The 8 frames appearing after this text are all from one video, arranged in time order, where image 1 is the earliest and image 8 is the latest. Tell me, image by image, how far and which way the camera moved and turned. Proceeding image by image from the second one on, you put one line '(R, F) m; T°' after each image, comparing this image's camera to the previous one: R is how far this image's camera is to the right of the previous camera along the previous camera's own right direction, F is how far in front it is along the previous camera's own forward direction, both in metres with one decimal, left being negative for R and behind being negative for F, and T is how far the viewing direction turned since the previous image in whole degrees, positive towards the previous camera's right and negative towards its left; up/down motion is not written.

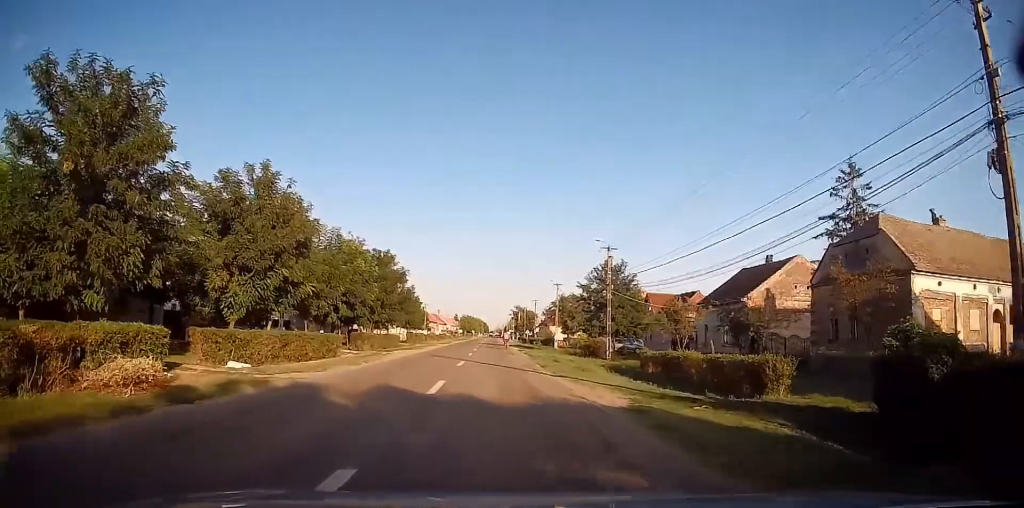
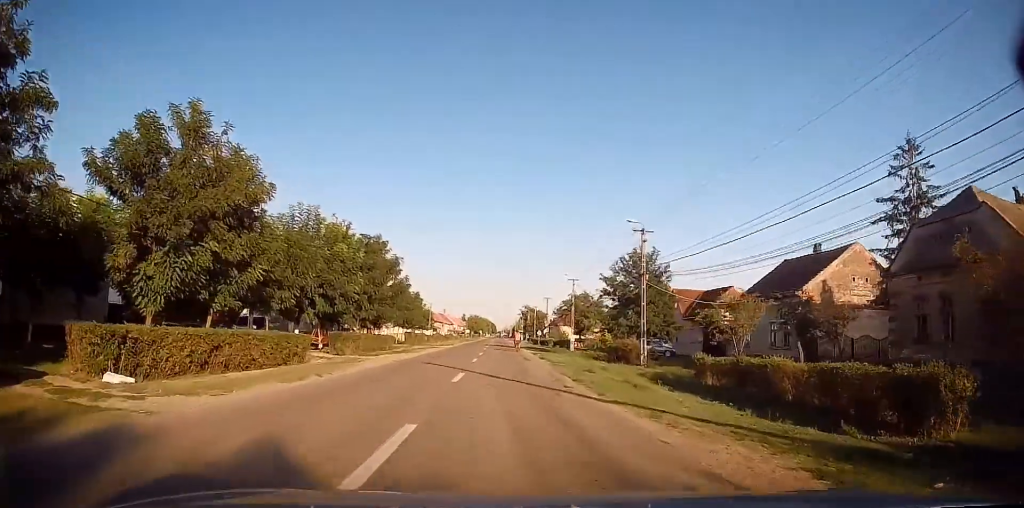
(-0.2, +6.7) m; 0°
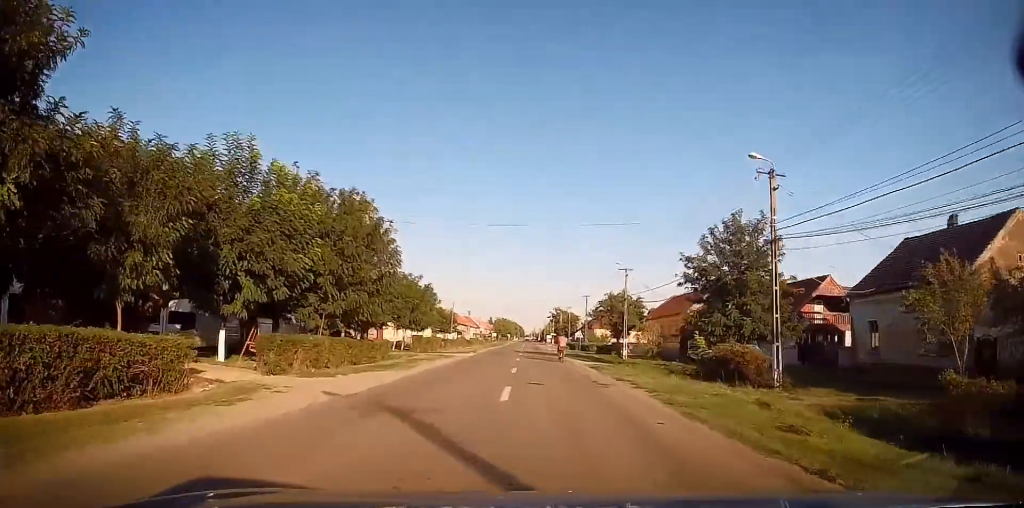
(+0.3, +12.4) m; 0°
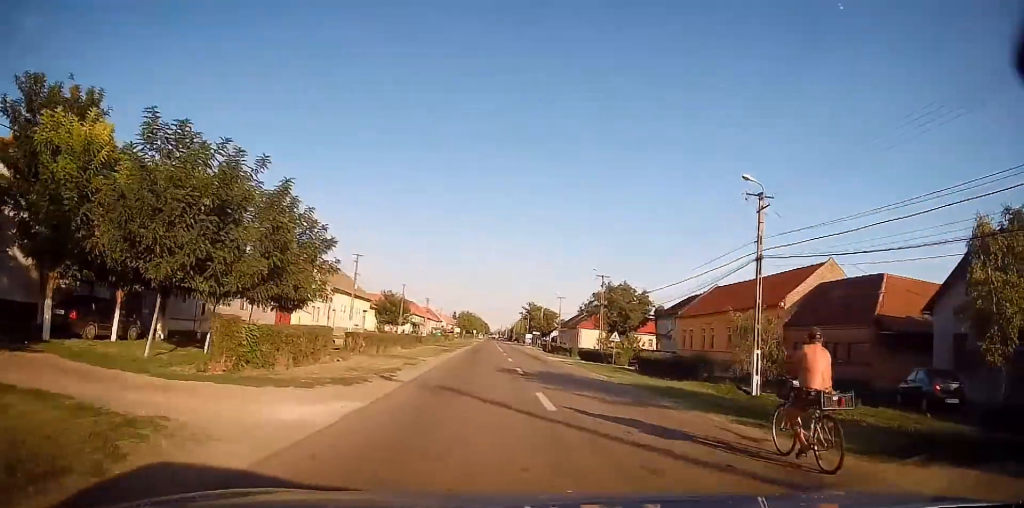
(-0.7, +27.5) m; +1°
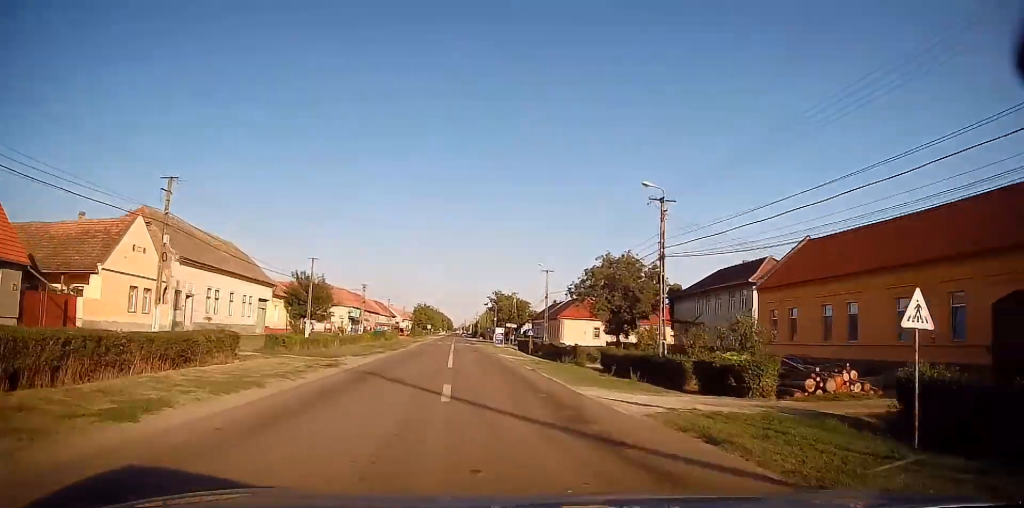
(+1.5, +26.5) m; +4°
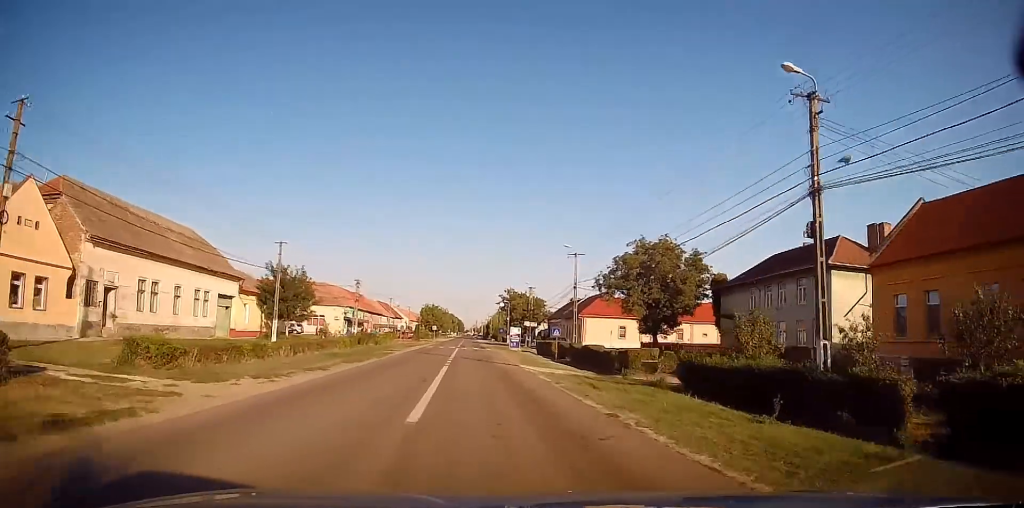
(-0.1, +11.4) m; -1°
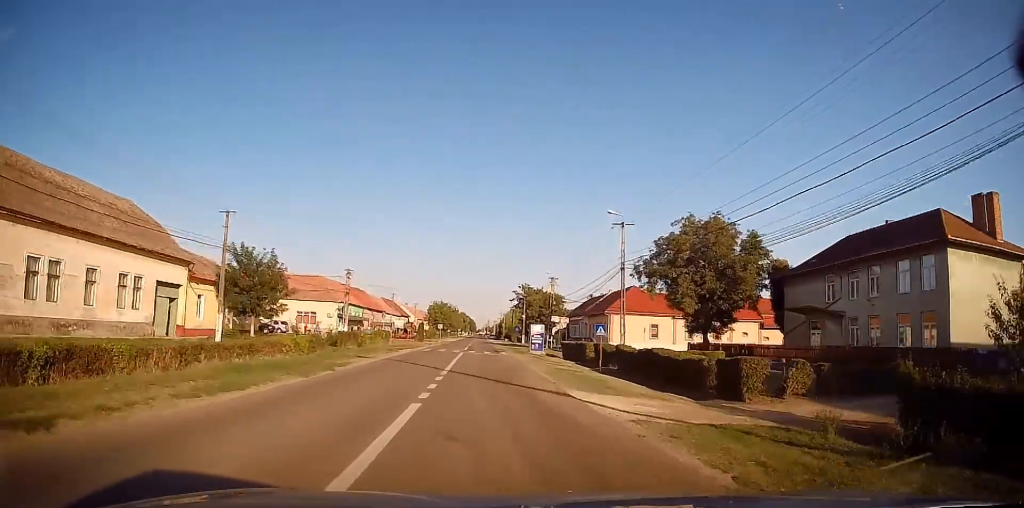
(0.0, +11.6) m; -1°
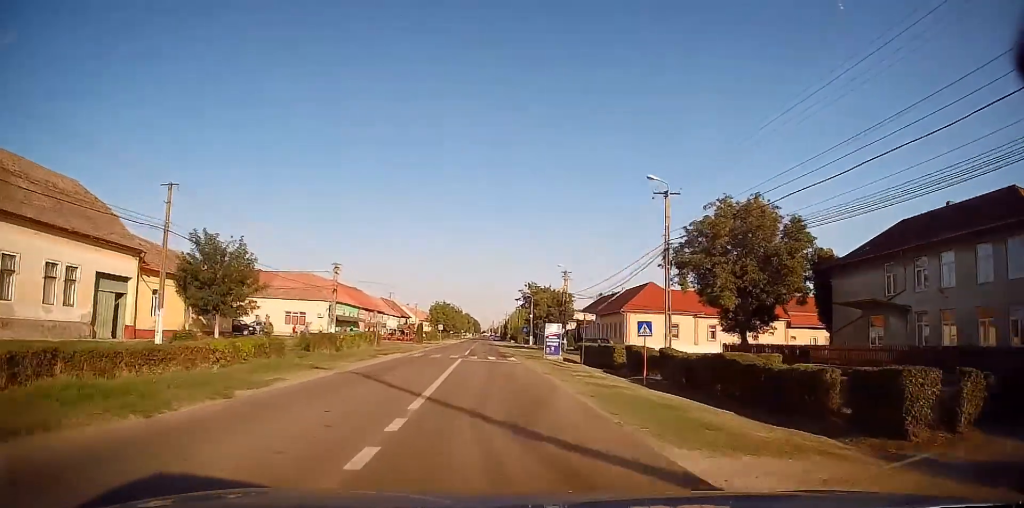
(-0.1, +7.0) m; -1°
